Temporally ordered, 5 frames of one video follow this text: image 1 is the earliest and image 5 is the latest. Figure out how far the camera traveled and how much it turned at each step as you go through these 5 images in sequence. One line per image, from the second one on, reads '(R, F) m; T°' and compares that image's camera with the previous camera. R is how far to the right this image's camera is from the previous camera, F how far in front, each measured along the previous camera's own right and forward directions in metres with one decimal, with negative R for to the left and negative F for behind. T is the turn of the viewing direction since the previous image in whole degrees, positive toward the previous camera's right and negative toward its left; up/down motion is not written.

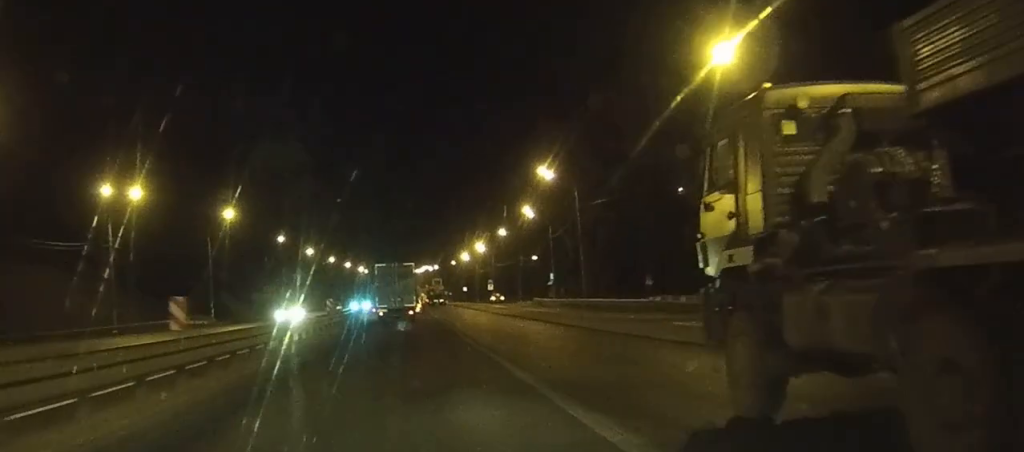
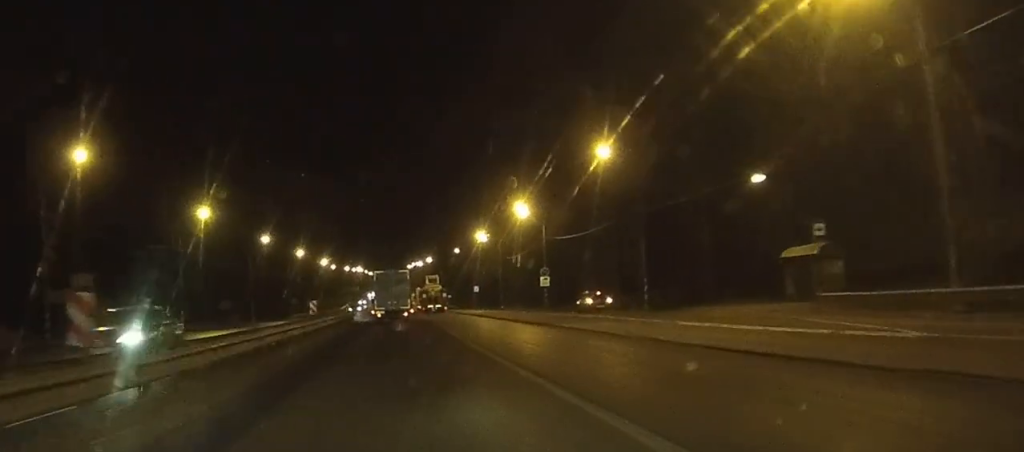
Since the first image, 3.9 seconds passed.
(-10.8, +81.0) m; -2°
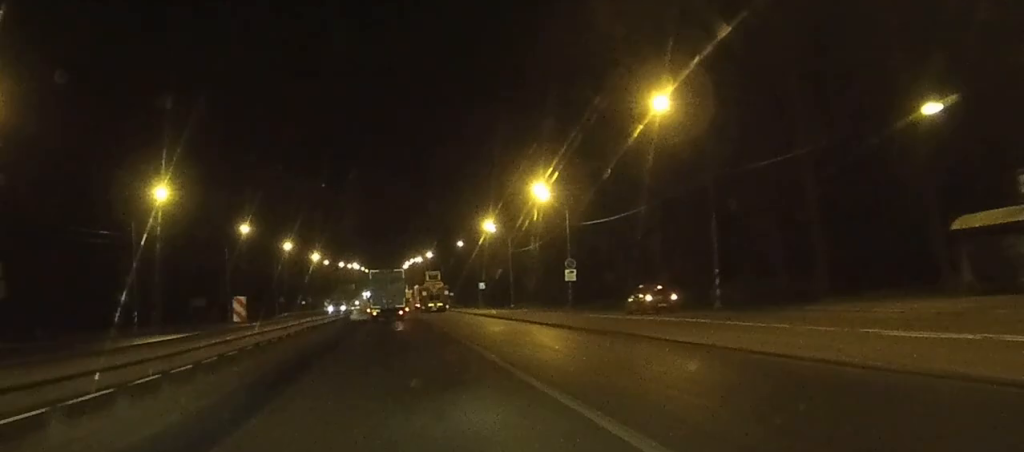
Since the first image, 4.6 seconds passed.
(0.0, +14.6) m; 0°
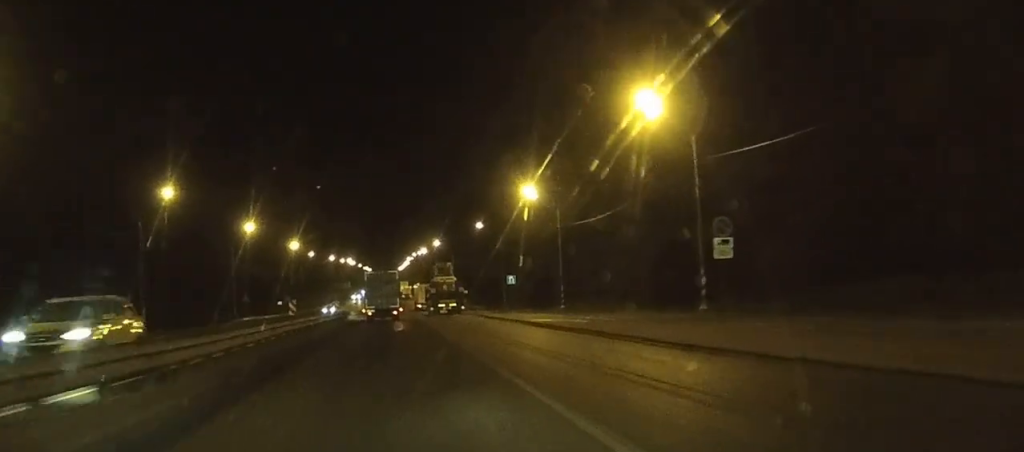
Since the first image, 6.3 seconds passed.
(+0.1, +35.4) m; 0°
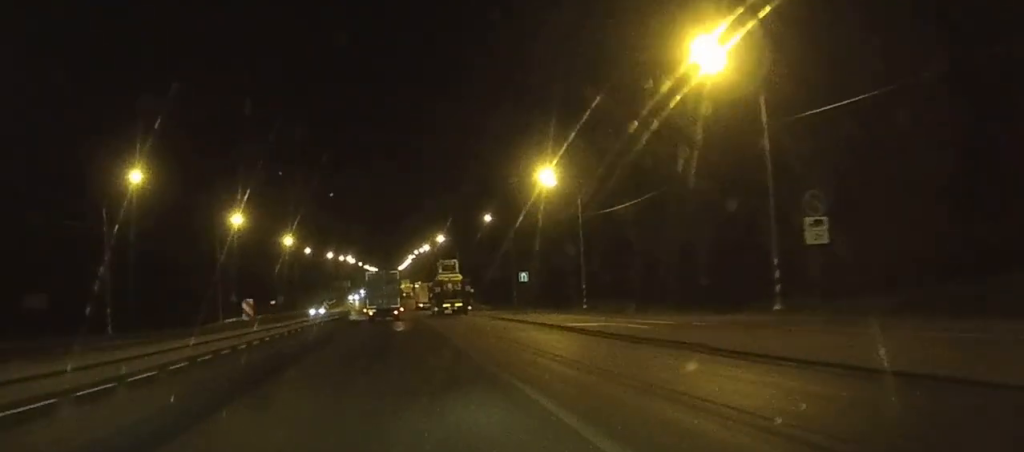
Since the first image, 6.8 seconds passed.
(0.0, +9.0) m; 0°
